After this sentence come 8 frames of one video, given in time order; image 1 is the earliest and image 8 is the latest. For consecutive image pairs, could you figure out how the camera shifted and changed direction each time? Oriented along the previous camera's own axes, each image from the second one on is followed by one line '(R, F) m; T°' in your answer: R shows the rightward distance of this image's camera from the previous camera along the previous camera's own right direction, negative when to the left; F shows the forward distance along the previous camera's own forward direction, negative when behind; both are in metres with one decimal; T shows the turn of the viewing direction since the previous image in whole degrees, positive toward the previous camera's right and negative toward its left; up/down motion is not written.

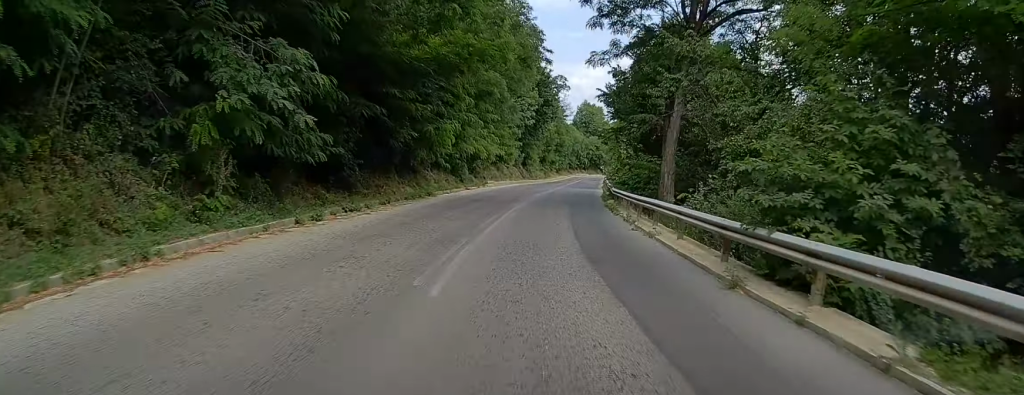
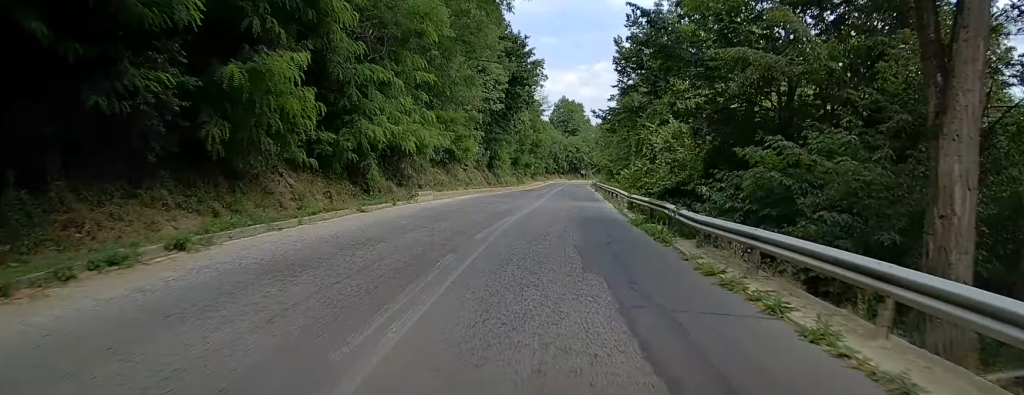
(+0.2, +20.2) m; +2°
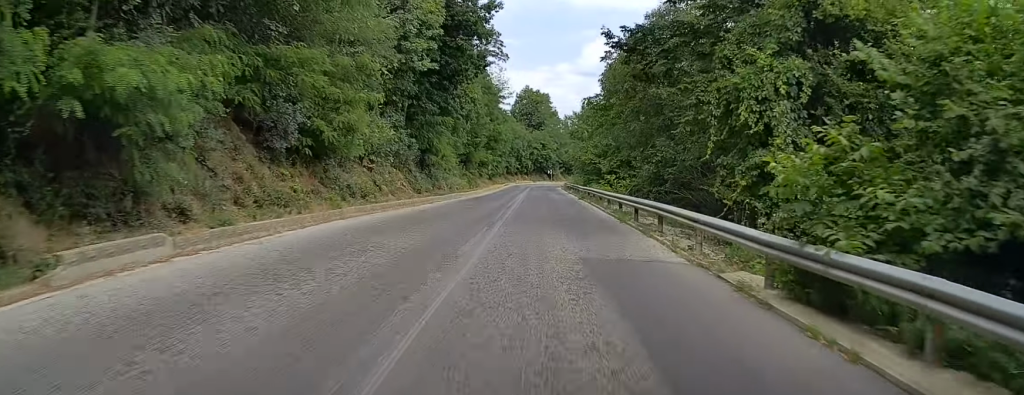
(+0.4, +19.8) m; +1°
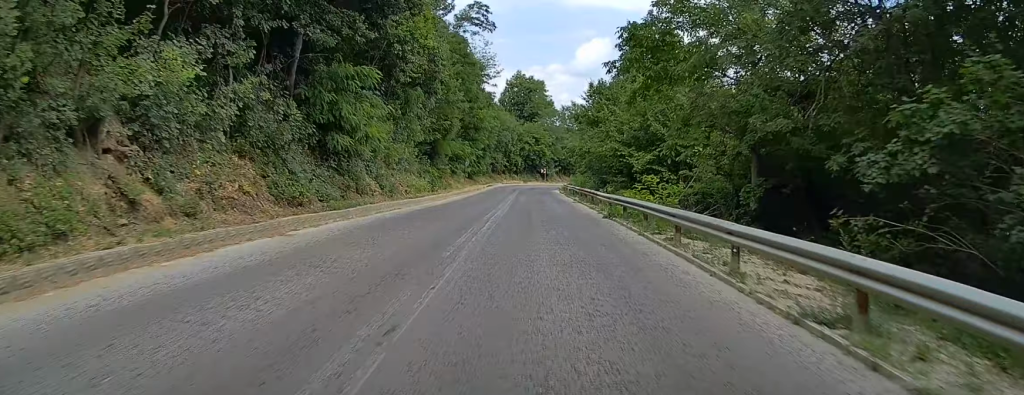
(+0.1, +18.2) m; +1°
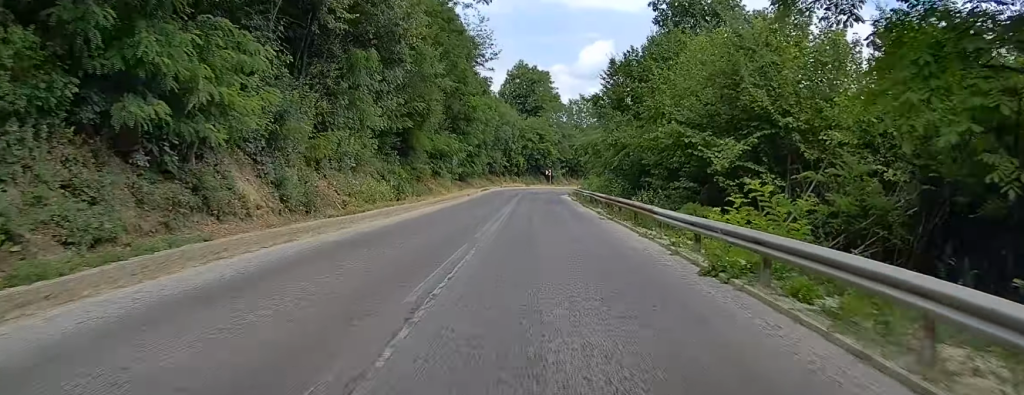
(+0.3, +12.4) m; 0°
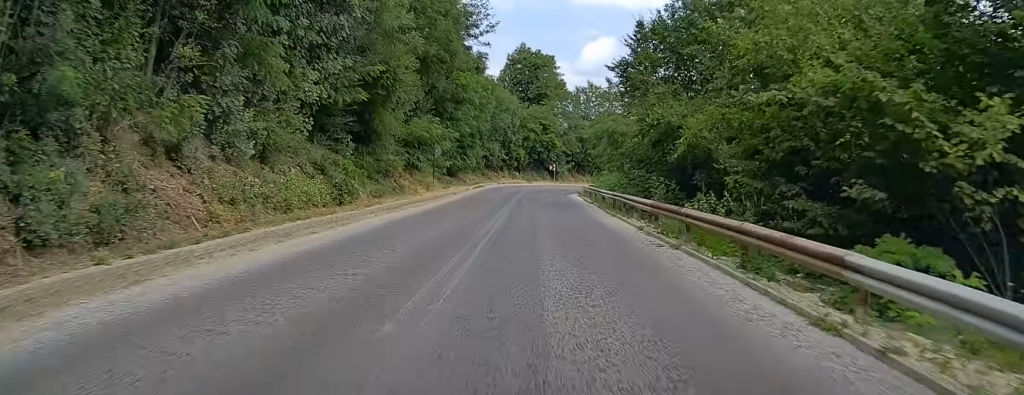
(-0.2, +10.0) m; -1°
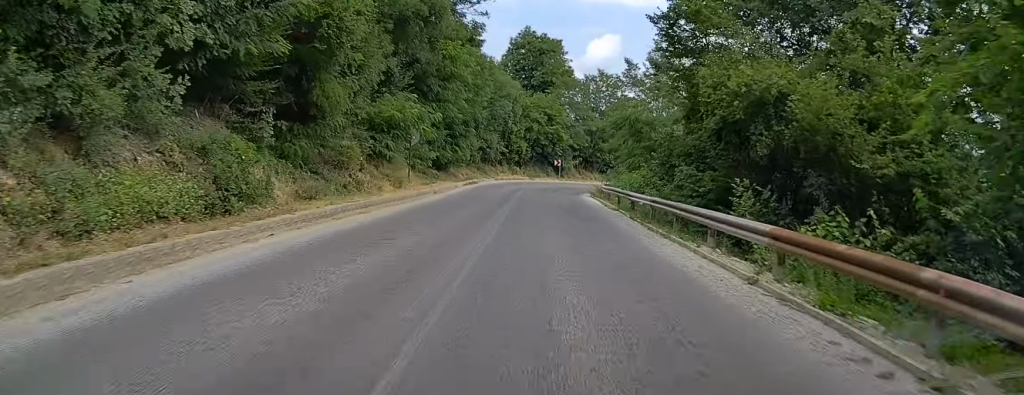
(-0.2, +8.8) m; -1°
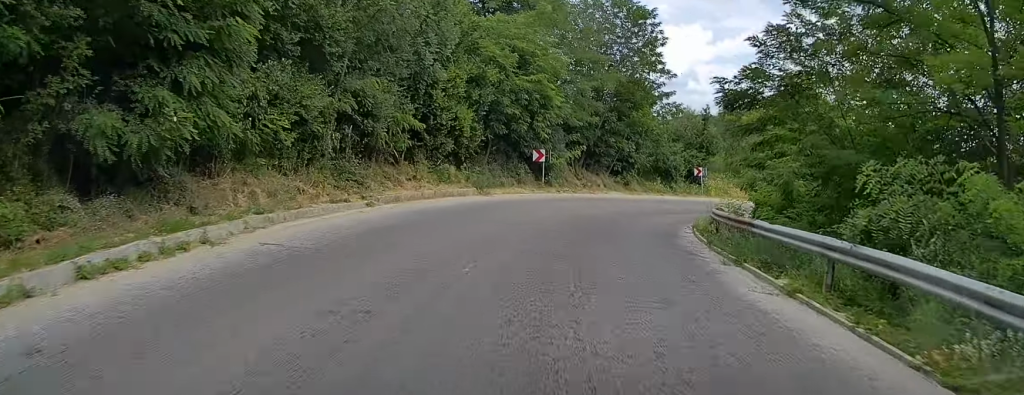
(+1.5, +37.0) m; +8°
